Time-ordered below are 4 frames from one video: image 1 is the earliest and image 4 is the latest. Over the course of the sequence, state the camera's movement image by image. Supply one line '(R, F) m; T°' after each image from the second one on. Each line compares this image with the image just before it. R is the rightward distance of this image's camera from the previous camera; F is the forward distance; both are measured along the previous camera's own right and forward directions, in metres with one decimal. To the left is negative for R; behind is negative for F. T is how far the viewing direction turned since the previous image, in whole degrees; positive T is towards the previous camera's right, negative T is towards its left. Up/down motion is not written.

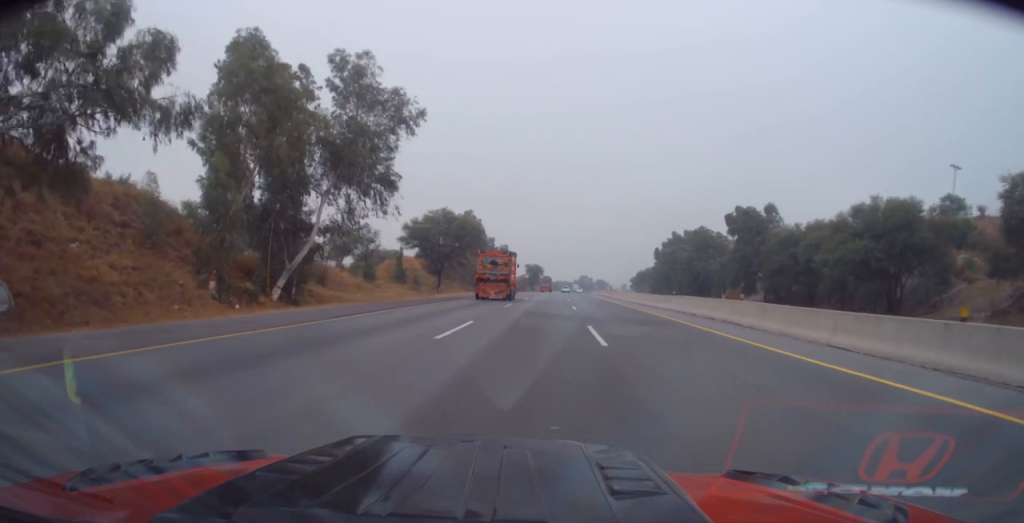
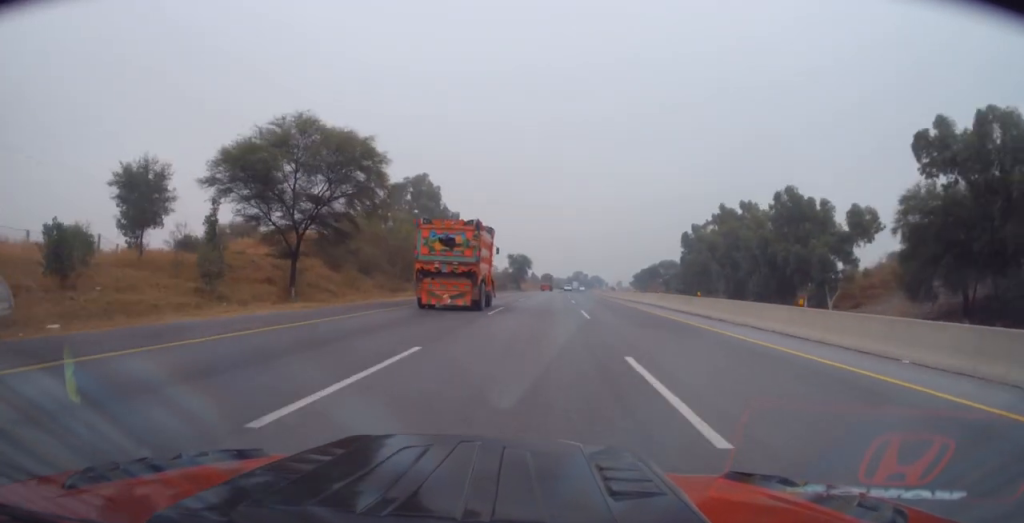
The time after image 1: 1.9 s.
(0.0, +44.7) m; 0°
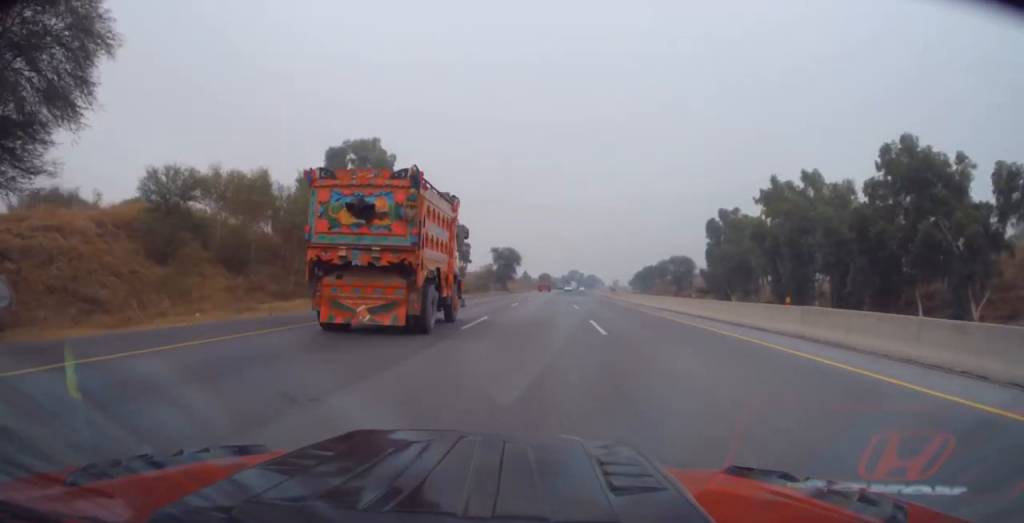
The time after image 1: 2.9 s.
(0.0, +25.1) m; +1°
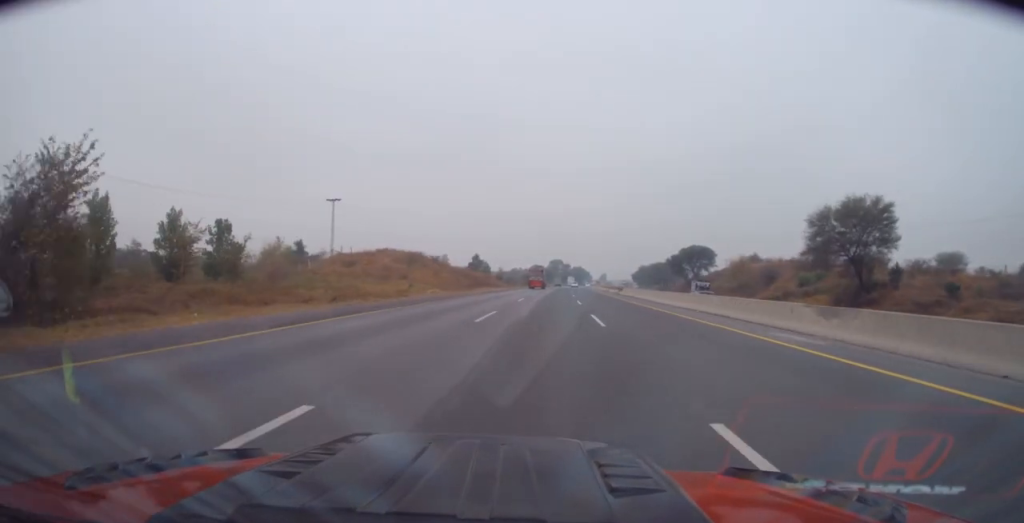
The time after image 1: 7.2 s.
(+2.2, +106.6) m; +2°
